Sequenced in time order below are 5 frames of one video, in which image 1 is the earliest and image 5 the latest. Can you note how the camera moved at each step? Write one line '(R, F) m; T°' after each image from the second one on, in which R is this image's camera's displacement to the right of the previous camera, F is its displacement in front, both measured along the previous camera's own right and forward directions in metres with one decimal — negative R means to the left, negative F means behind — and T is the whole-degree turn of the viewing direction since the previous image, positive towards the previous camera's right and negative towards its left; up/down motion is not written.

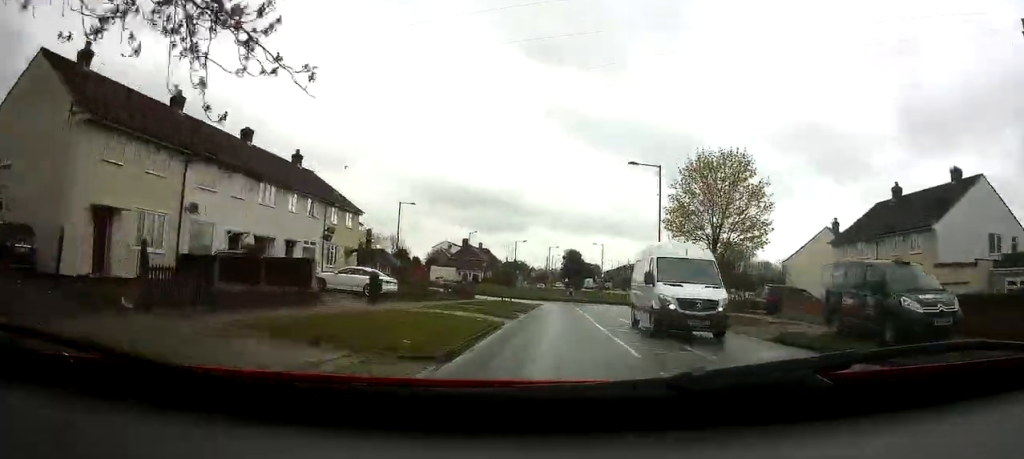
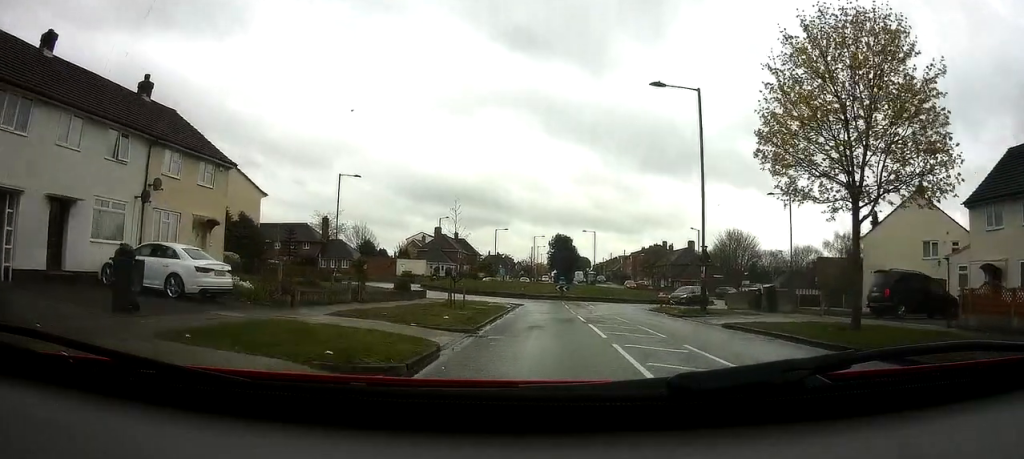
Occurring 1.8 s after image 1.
(0.0, +15.3) m; +1°
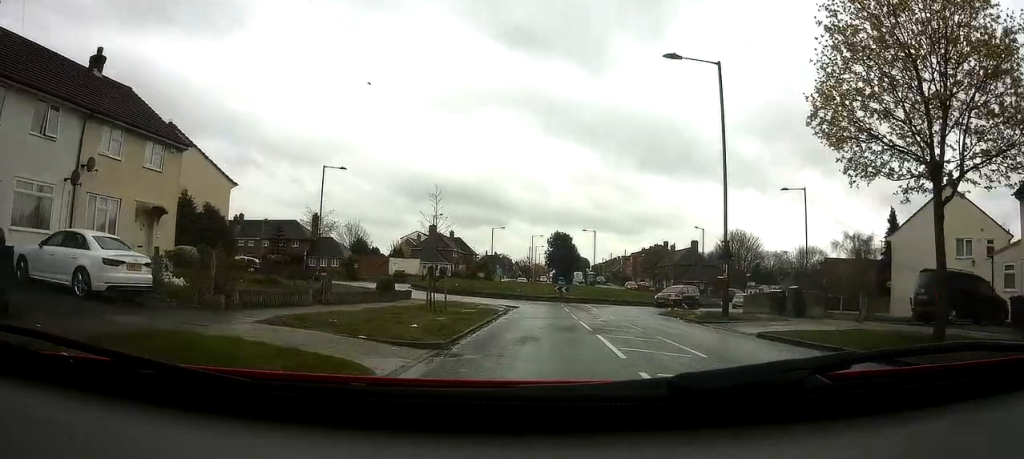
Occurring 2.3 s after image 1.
(0.0, +3.7) m; +2°
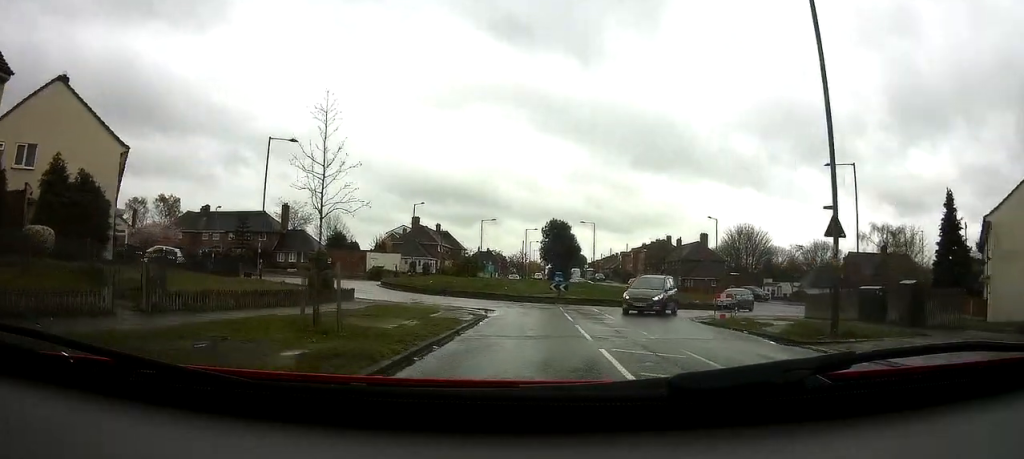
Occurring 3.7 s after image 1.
(+0.3, +9.5) m; 0°
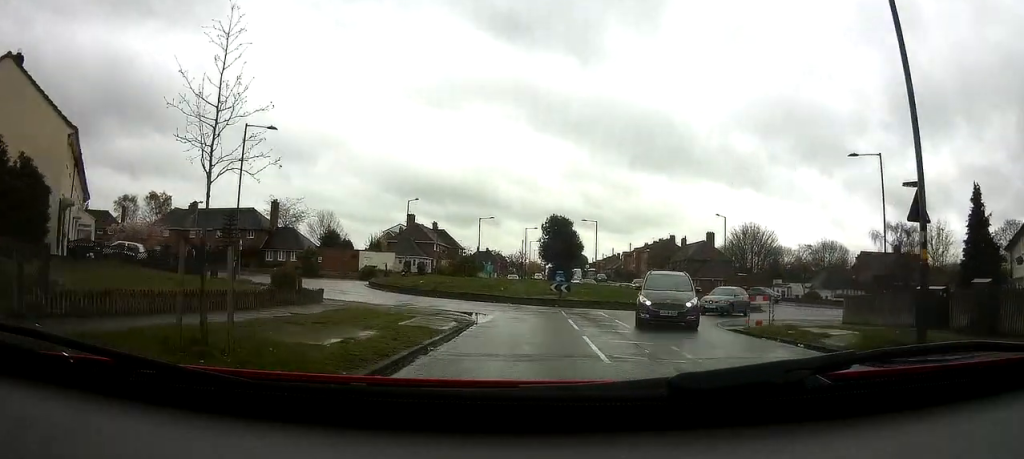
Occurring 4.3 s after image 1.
(-0.2, +3.5) m; -1°
